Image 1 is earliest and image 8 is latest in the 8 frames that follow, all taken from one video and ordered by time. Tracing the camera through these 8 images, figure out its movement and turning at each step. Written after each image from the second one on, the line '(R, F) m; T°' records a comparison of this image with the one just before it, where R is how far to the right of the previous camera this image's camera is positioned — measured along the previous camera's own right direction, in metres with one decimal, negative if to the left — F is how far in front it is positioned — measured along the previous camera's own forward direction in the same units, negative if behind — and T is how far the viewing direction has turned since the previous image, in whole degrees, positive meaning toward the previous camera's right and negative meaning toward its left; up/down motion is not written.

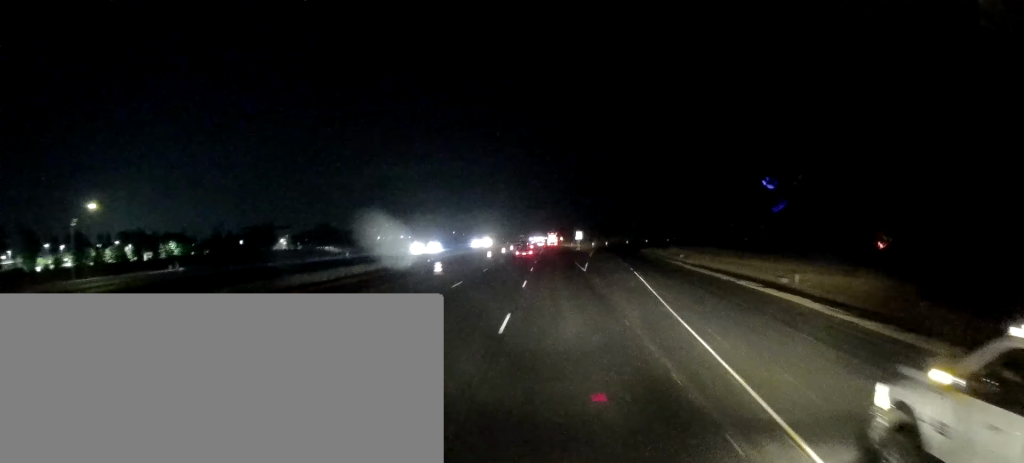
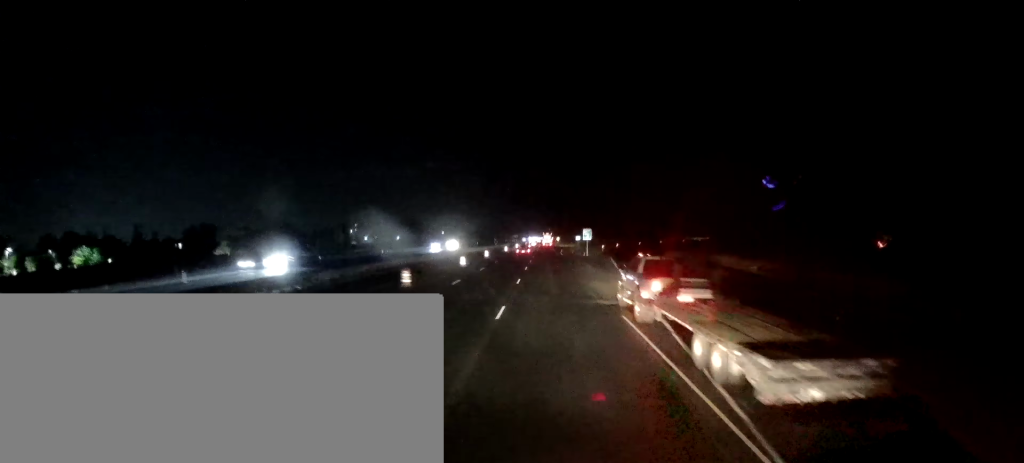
(-1.0, +42.9) m; -2°
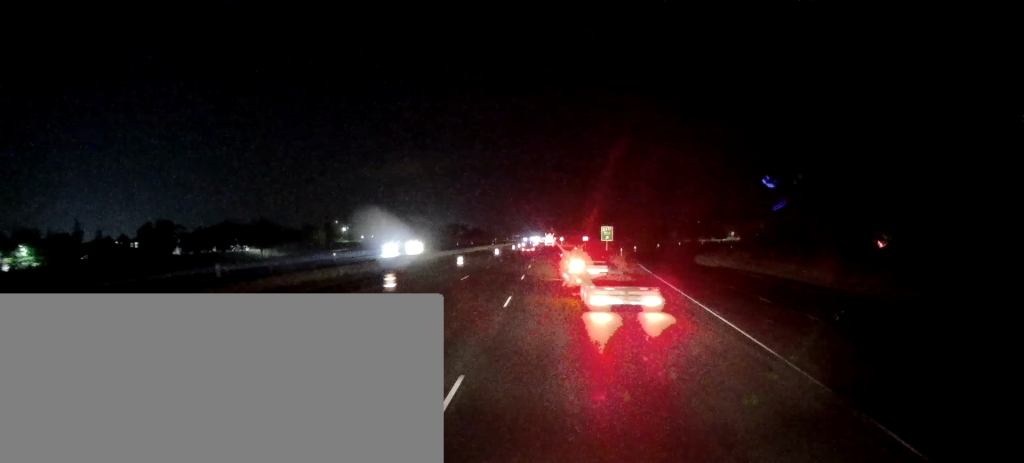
(+0.3, +26.1) m; +1°
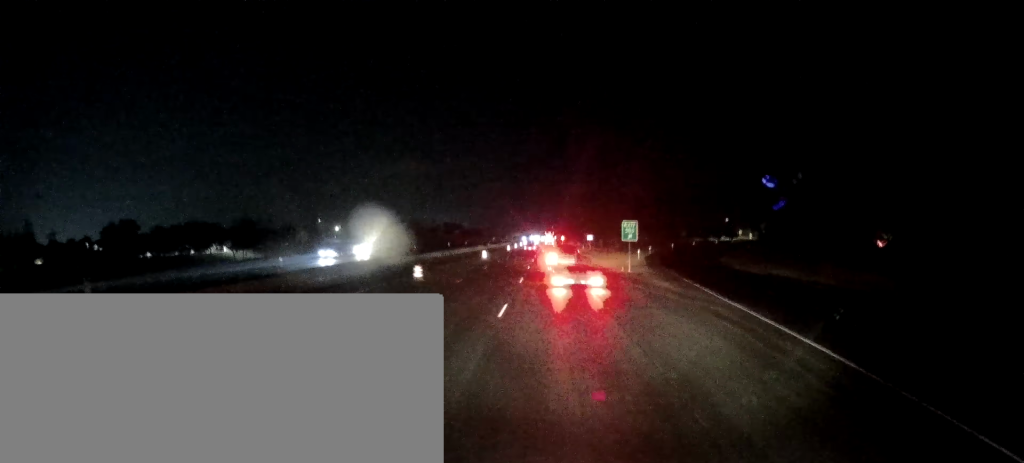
(+0.2, +18.1) m; 0°
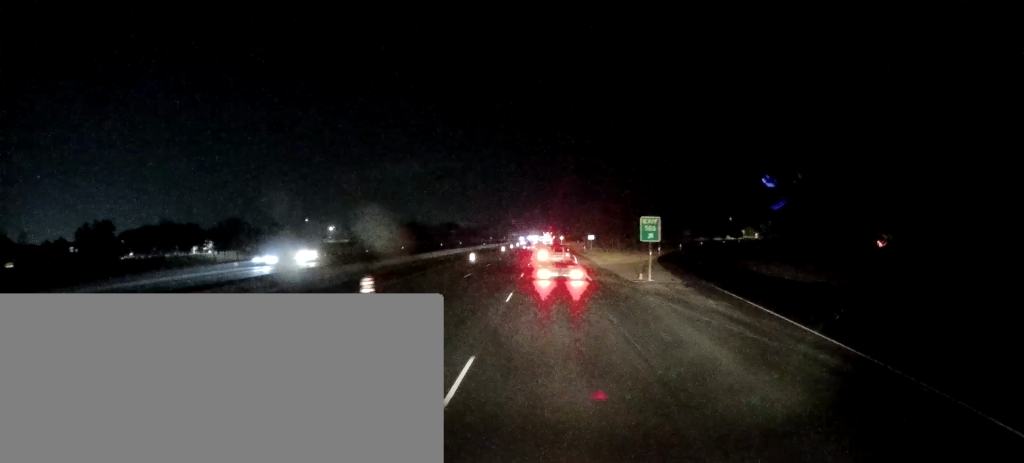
(-0.3, +9.6) m; 0°
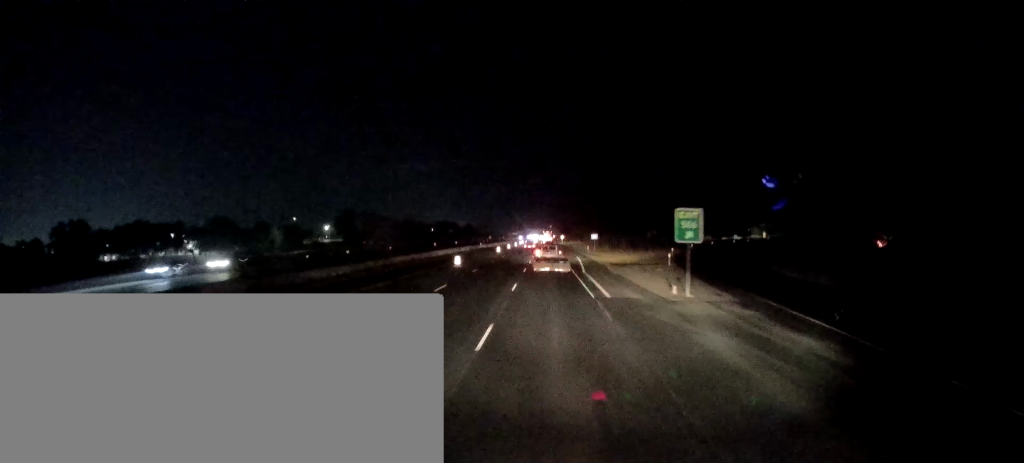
(-0.1, +10.5) m; 0°
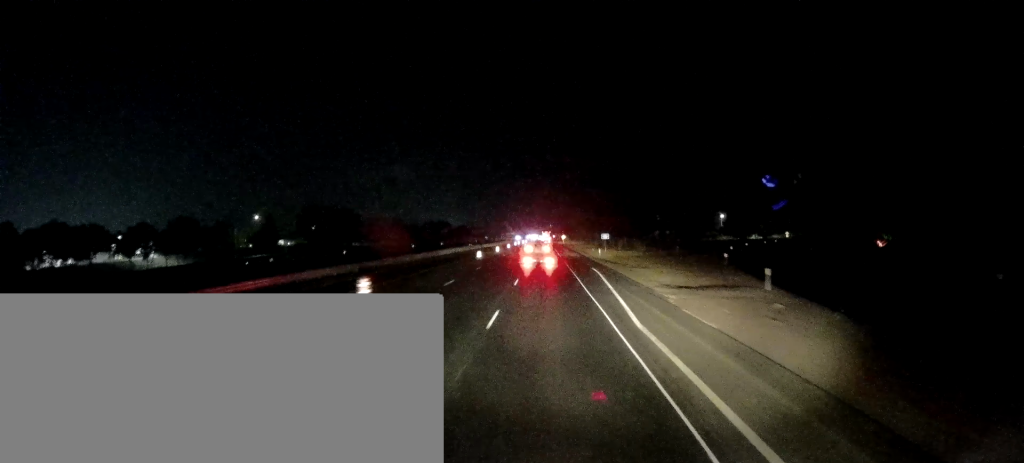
(+0.3, +25.3) m; +1°
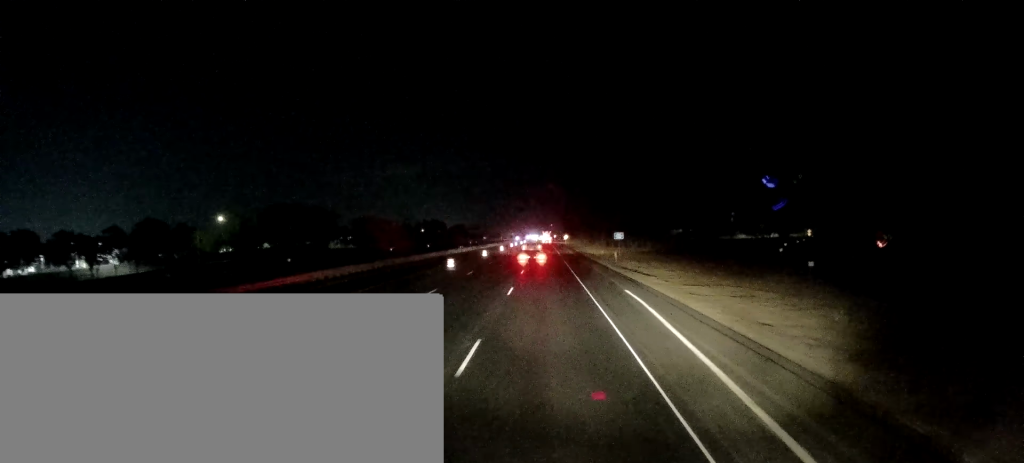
(+0.1, +19.8) m; 0°
